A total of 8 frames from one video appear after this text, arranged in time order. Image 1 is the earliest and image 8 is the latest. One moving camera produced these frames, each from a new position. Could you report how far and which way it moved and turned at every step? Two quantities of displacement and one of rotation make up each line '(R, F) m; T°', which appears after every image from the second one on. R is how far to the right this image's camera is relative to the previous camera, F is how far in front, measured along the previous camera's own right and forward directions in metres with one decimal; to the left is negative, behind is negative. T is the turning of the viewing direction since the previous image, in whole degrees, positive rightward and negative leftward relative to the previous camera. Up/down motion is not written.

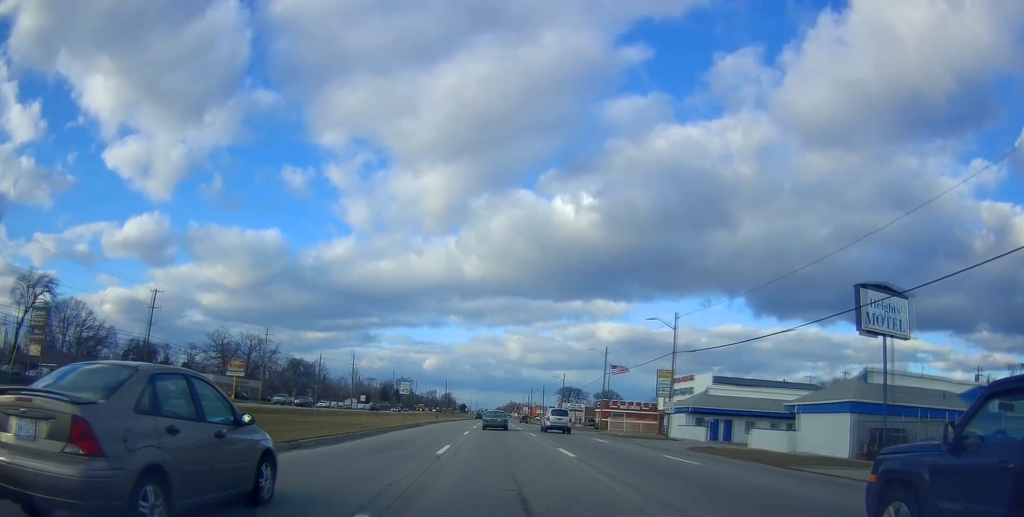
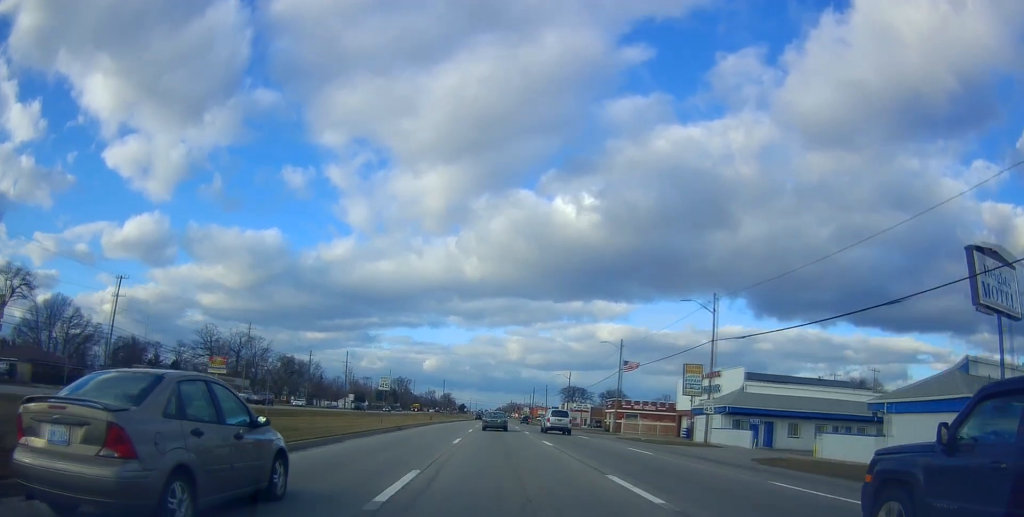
(-0.1, +8.9) m; +1°
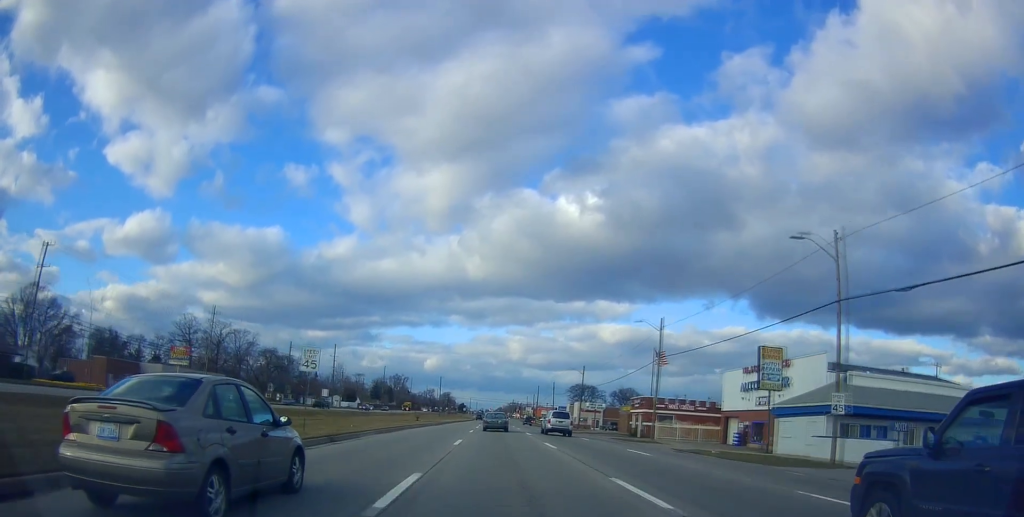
(+0.5, +15.8) m; +2°
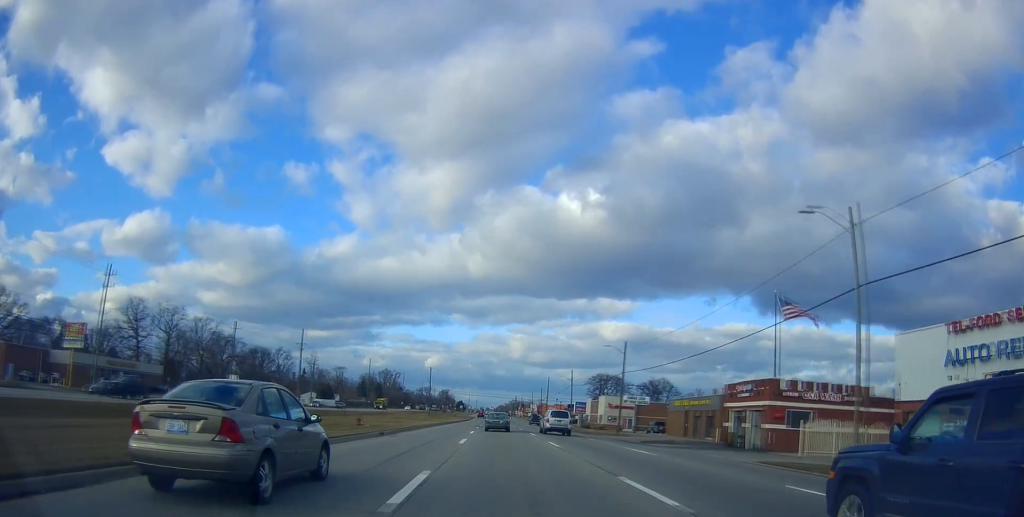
(-0.5, +30.0) m; -2°
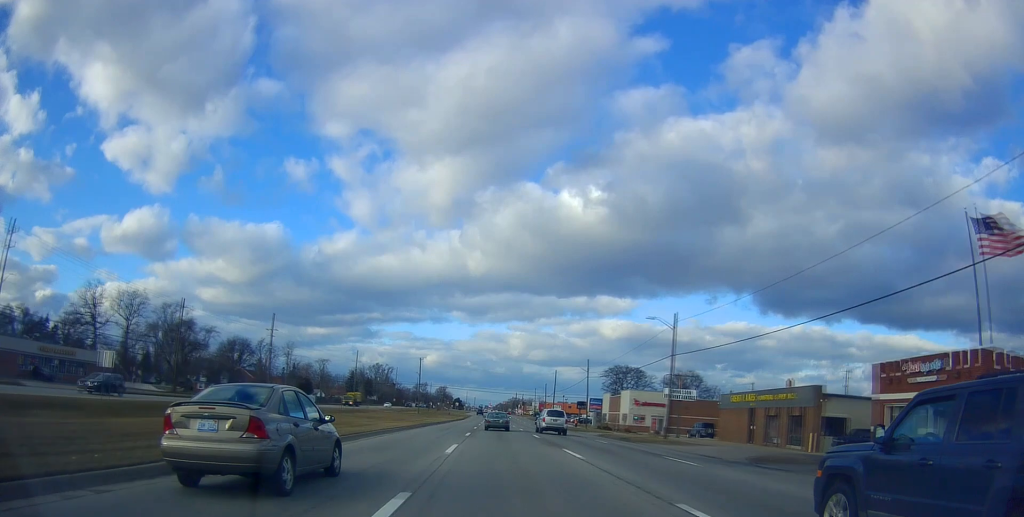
(-0.2, +19.1) m; 0°
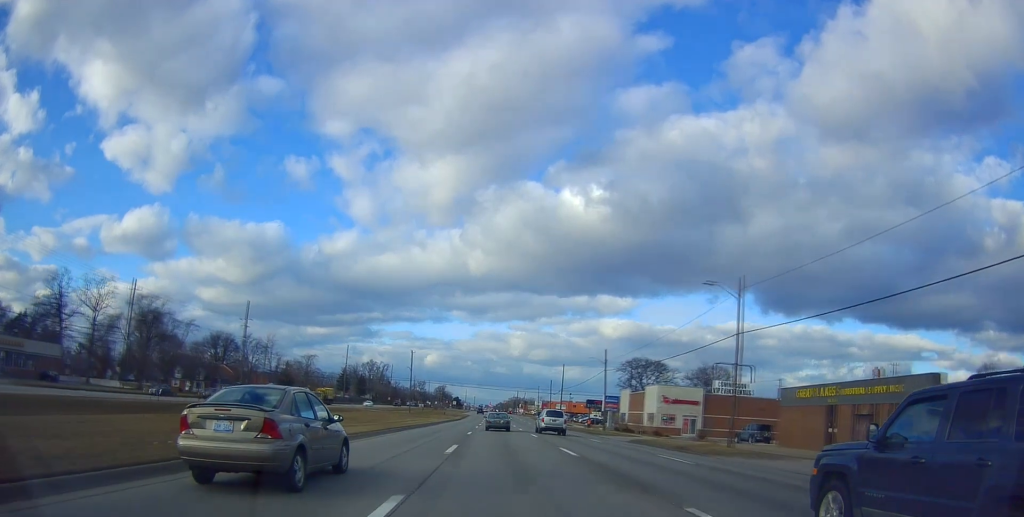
(+0.4, +13.7) m; +1°
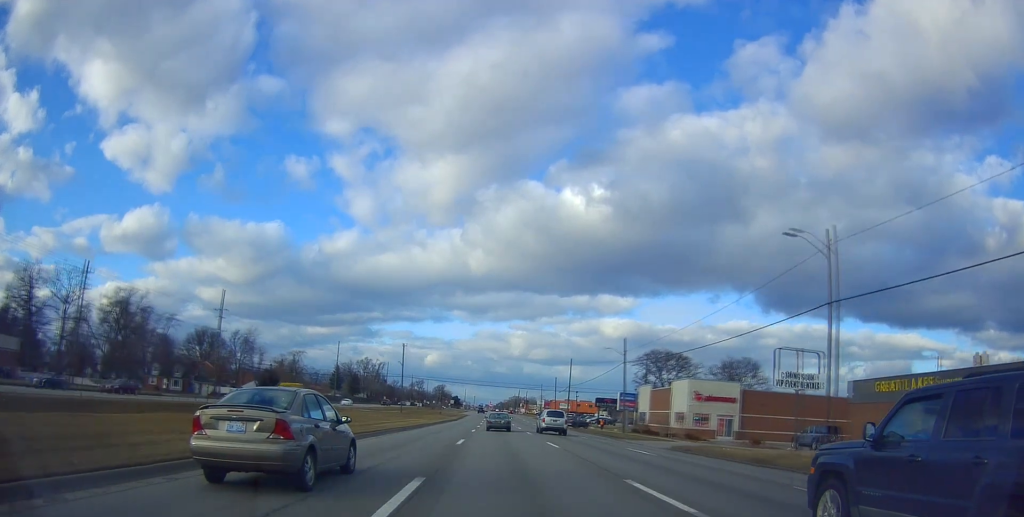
(-0.2, +10.9) m; 0°
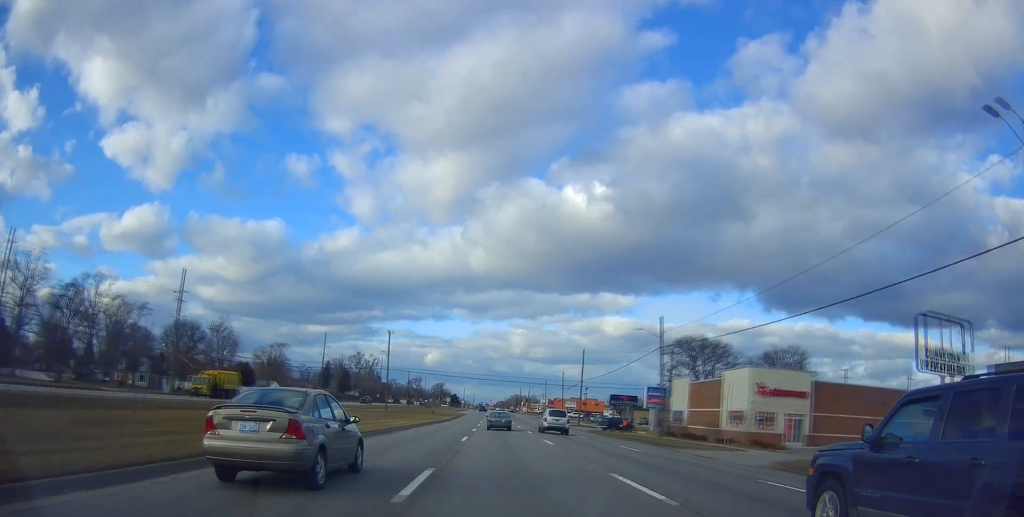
(-0.1, +14.2) m; 0°
